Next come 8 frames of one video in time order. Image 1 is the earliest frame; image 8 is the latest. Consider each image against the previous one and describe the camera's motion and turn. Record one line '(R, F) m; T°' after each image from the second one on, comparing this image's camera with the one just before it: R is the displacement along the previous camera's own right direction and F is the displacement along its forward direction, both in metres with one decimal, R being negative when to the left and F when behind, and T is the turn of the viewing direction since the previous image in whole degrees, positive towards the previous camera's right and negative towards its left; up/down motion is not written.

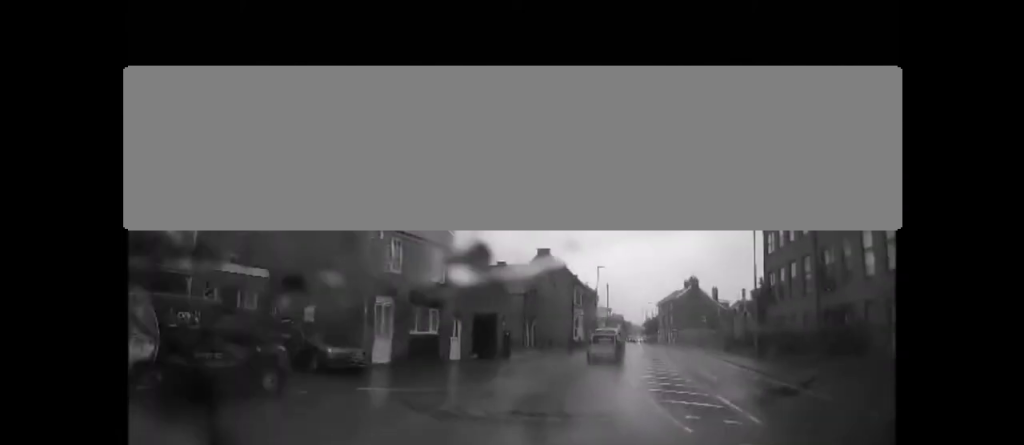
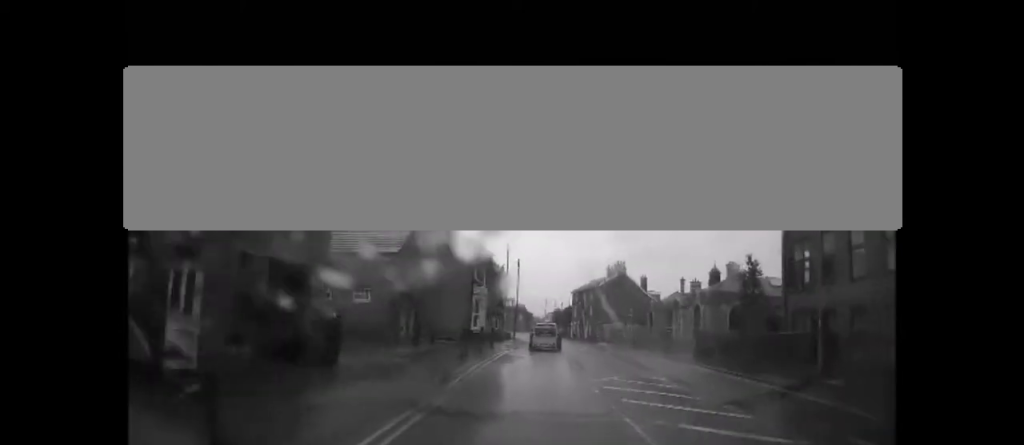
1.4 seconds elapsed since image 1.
(+1.5, +13.9) m; +11°
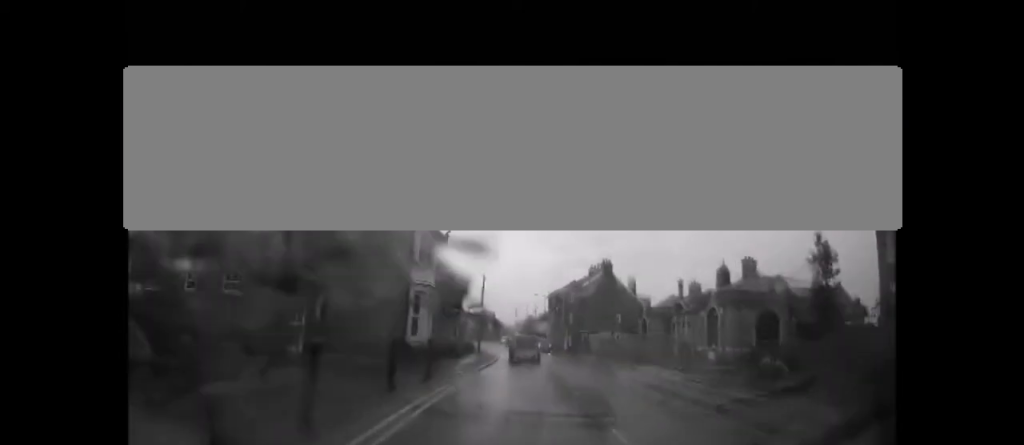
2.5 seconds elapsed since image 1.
(+0.5, +11.1) m; +5°
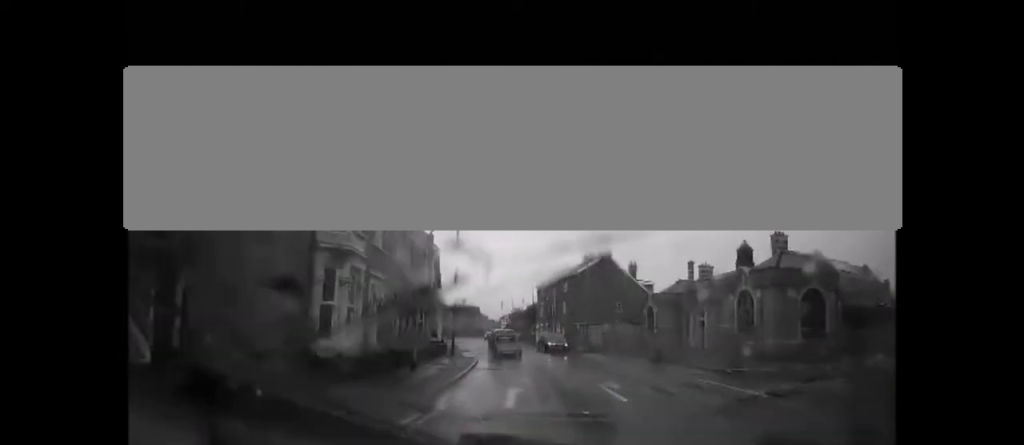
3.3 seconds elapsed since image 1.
(+0.3, +8.4) m; +1°
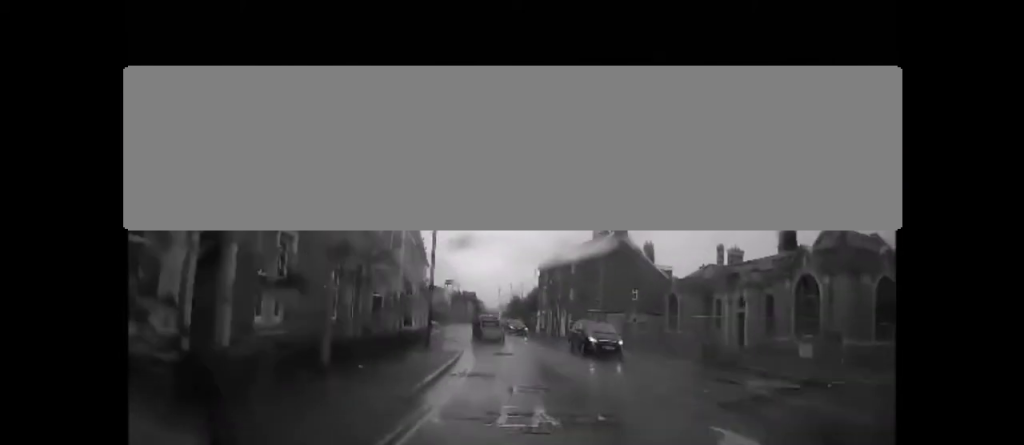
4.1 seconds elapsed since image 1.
(+0.1, +7.9) m; 0°
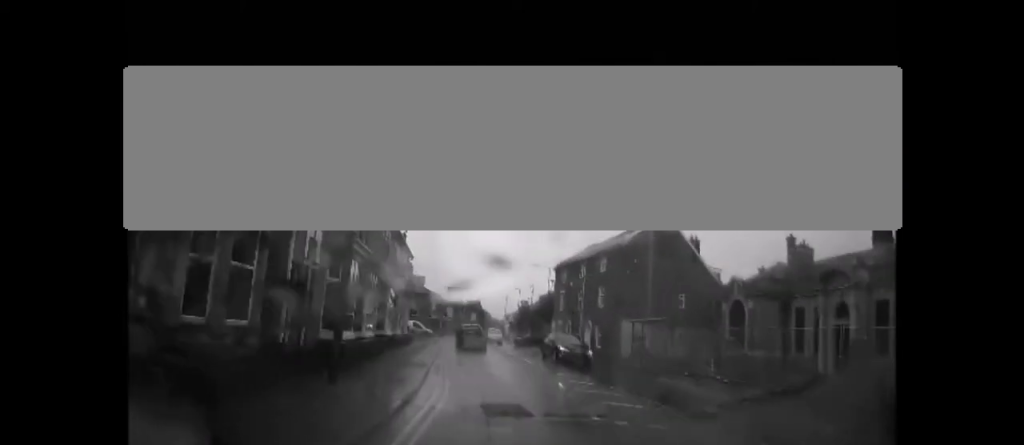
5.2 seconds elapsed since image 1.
(-0.3, +11.5) m; -2°
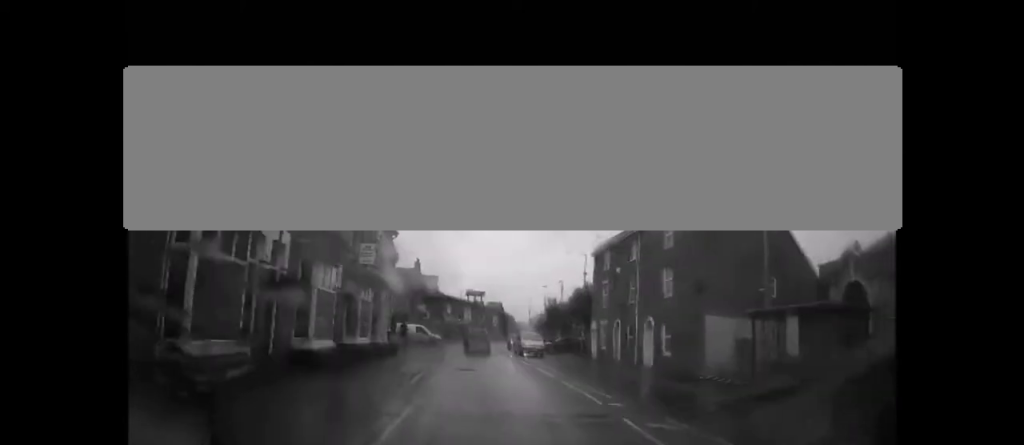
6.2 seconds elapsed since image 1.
(-0.1, +10.9) m; -2°
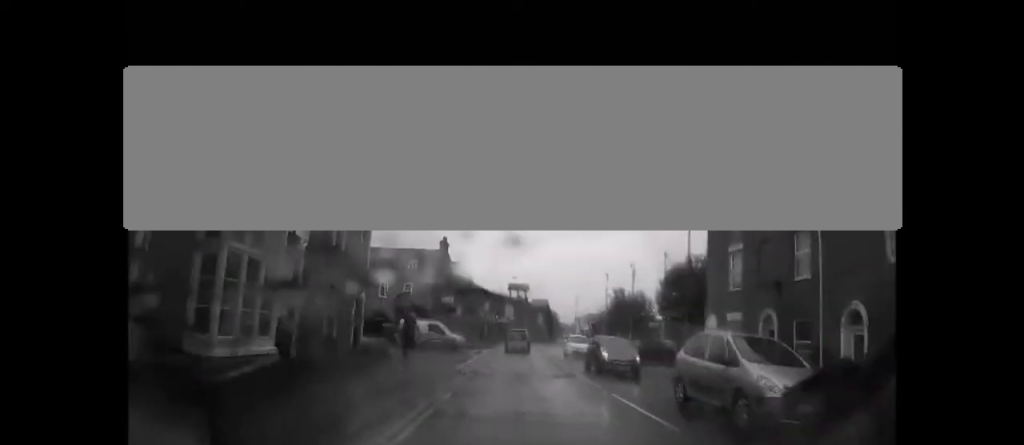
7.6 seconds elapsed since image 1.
(-0.5, +14.7) m; -4°
